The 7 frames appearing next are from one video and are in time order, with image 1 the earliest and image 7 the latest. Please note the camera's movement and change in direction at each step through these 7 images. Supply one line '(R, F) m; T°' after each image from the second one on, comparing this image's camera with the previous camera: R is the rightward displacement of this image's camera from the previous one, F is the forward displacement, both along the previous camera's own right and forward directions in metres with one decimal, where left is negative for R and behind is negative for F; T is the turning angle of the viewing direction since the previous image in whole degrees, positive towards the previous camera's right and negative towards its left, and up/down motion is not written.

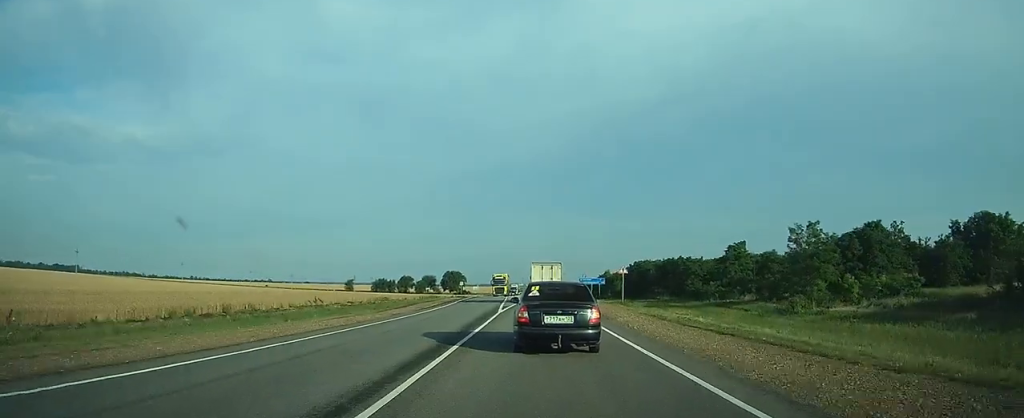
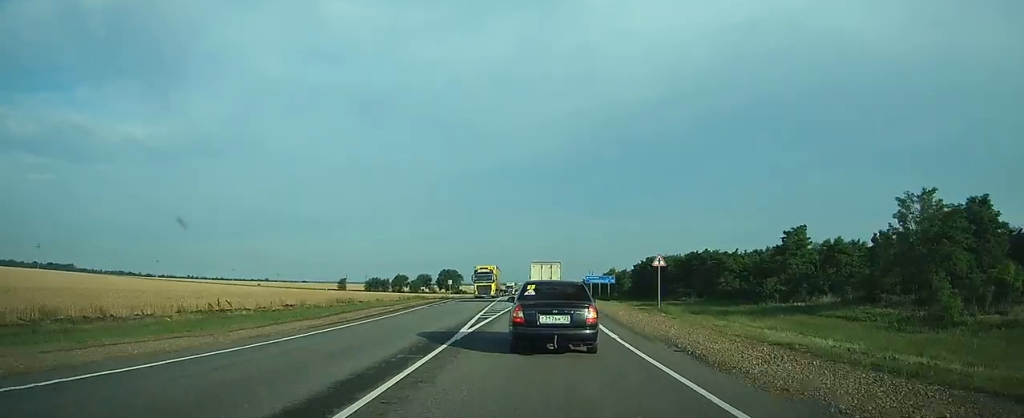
(0.0, +13.3) m; 0°
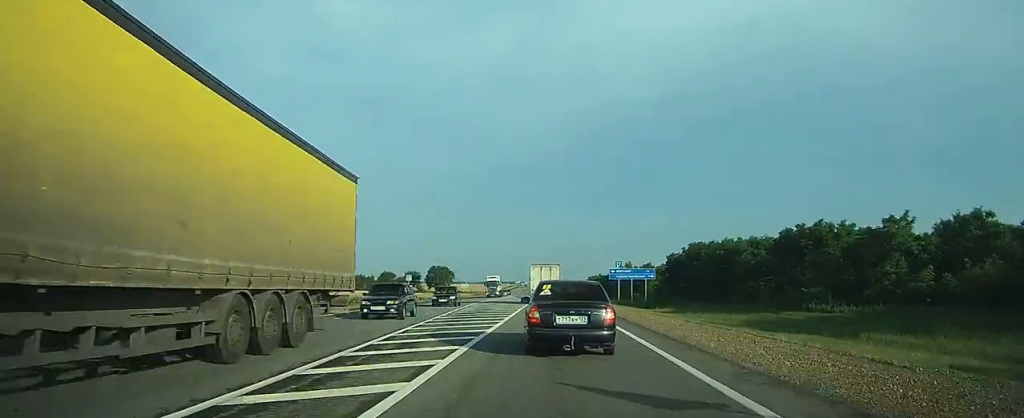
(-0.1, +28.3) m; 0°
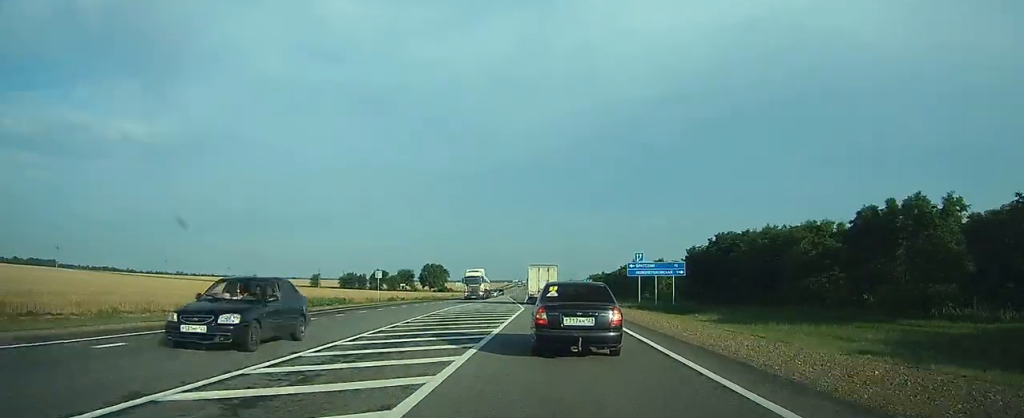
(0.0, +12.0) m; 0°
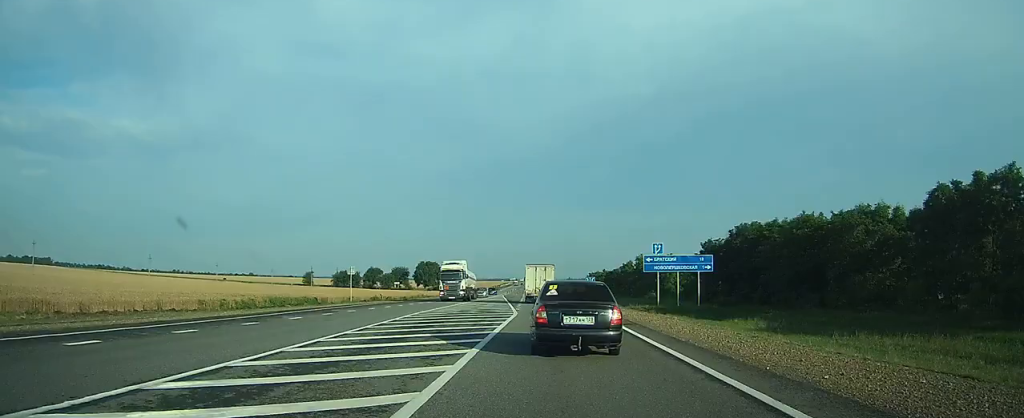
(0.0, +7.7) m; 0°
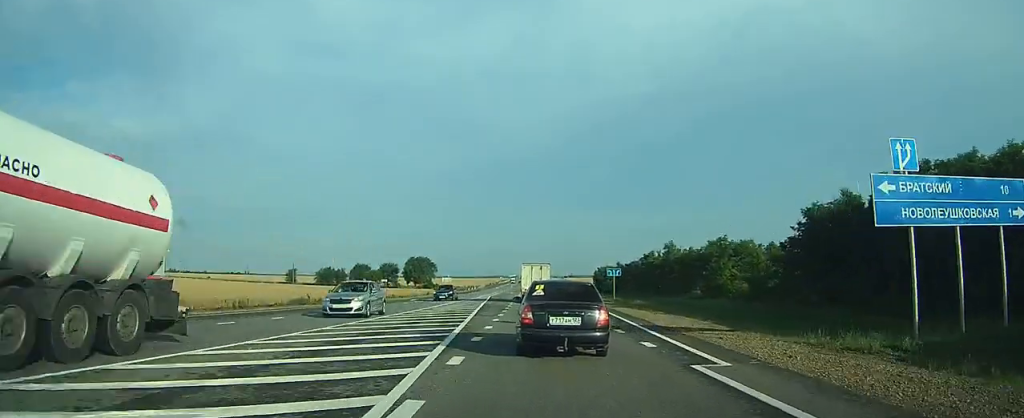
(+0.1, +30.9) m; 0°
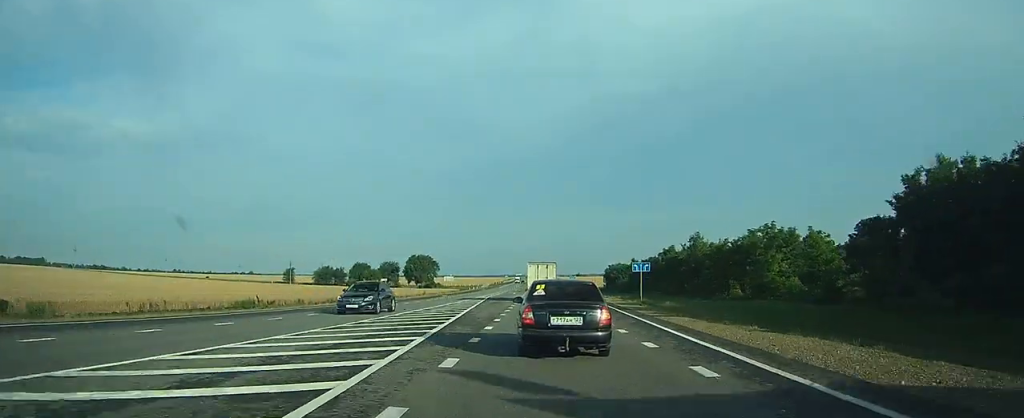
(0.0, +14.2) m; 0°
